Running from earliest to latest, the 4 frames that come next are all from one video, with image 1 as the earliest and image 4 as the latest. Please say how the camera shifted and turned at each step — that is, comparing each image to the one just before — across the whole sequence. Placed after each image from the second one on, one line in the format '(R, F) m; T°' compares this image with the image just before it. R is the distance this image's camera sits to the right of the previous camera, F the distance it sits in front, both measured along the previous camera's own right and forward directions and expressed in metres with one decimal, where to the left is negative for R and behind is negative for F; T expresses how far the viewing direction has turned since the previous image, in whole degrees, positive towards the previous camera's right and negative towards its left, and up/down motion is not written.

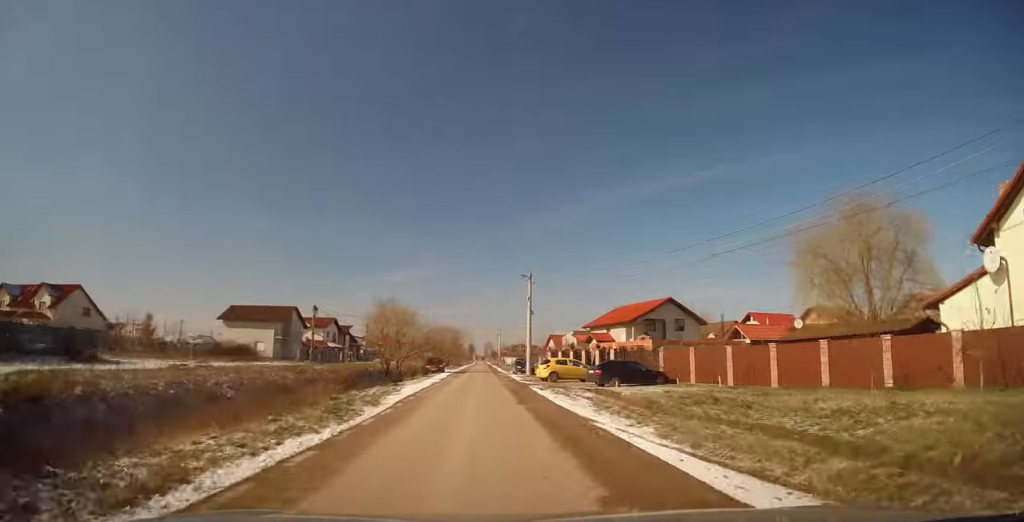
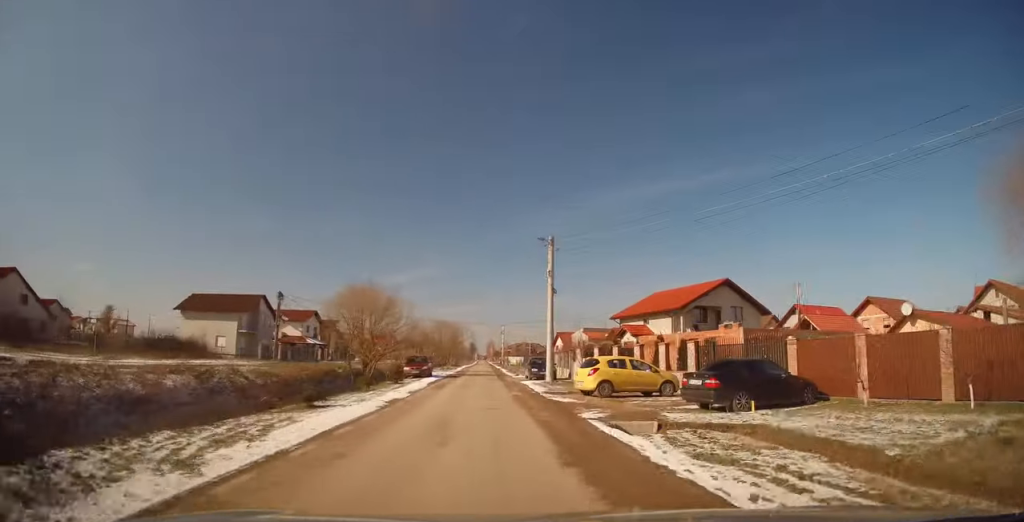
(-0.1, +13.5) m; 0°
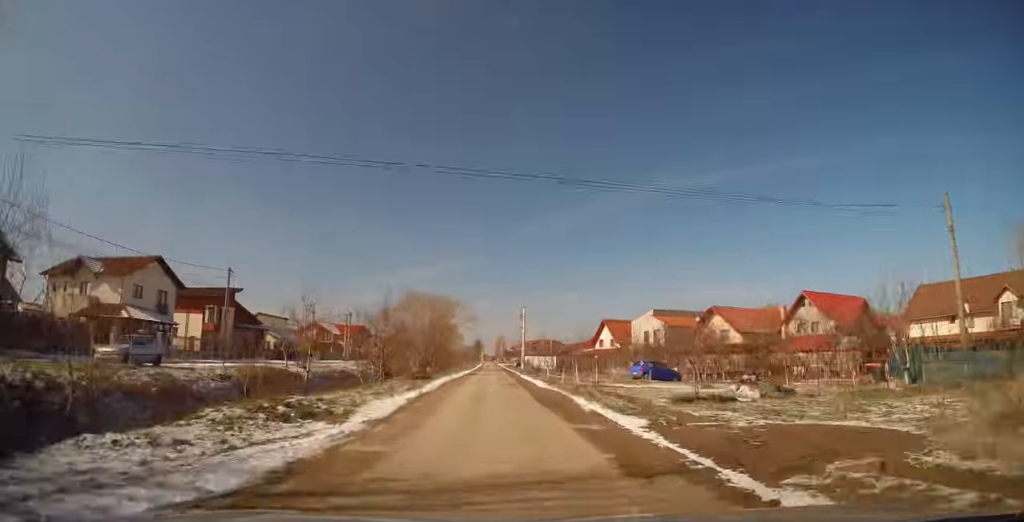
(-0.2, +49.5) m; +1°
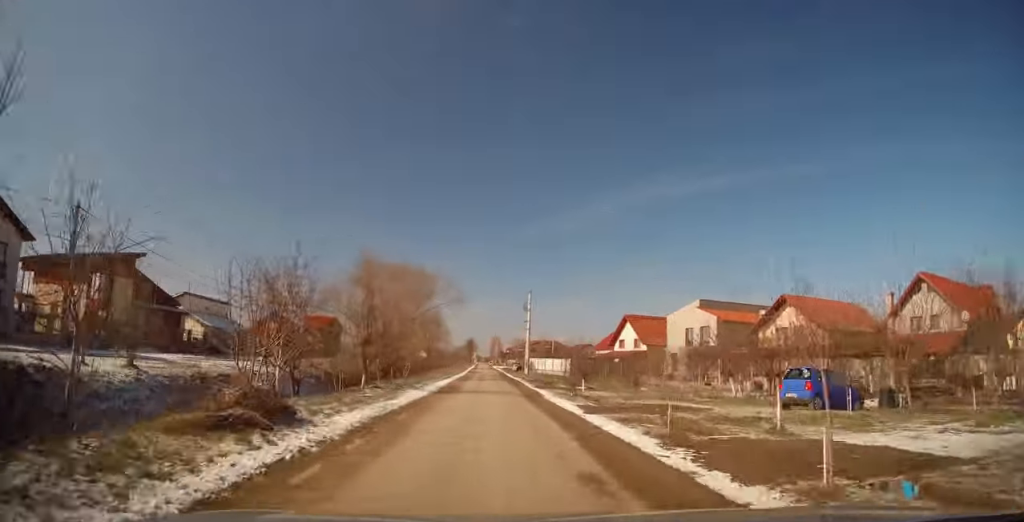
(+0.1, +20.4) m; -2°
